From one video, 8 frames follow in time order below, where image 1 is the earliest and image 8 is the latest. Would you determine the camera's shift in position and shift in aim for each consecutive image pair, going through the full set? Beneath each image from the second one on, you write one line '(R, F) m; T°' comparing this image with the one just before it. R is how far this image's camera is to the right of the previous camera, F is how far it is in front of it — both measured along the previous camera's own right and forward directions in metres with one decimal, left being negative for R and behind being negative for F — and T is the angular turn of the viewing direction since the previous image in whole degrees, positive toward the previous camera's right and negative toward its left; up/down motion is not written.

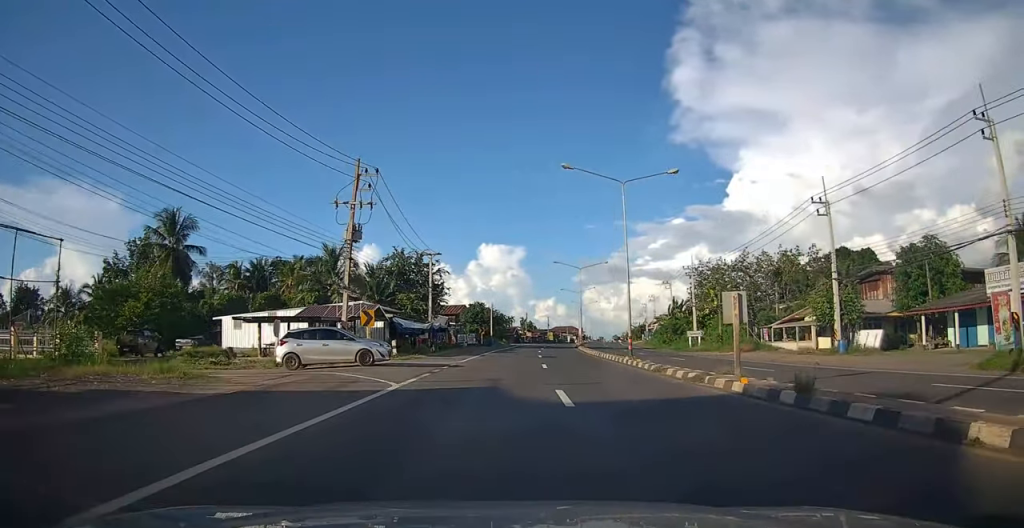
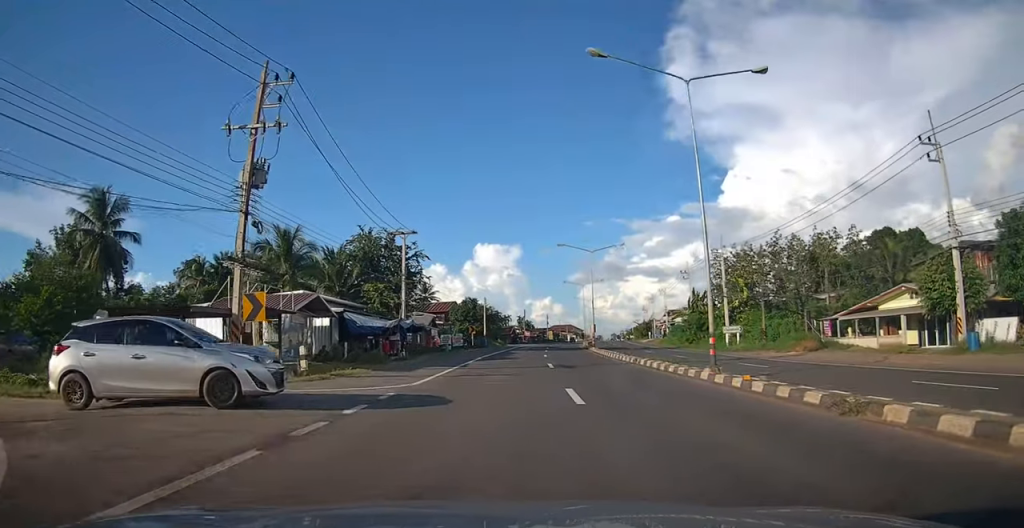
(+0.7, +12.0) m; +3°
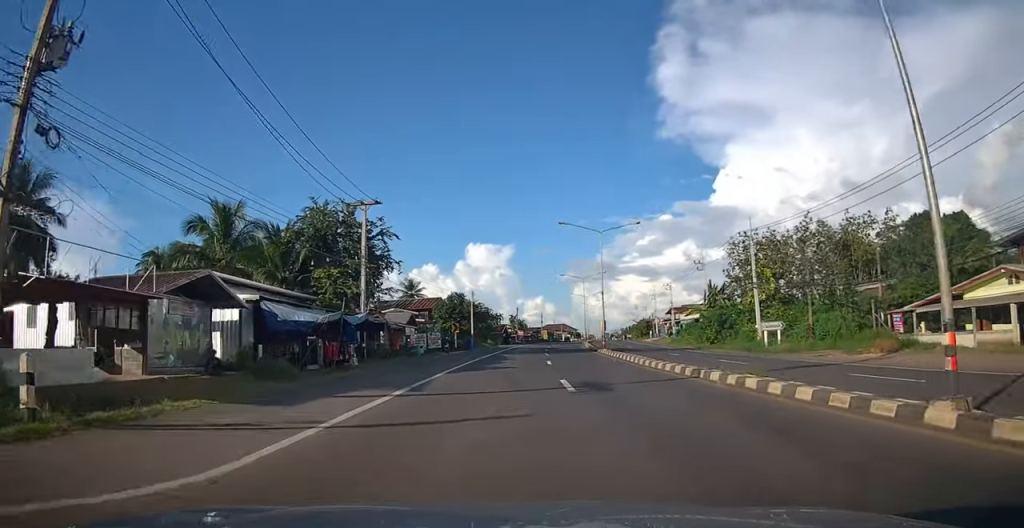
(0.0, +9.7) m; 0°
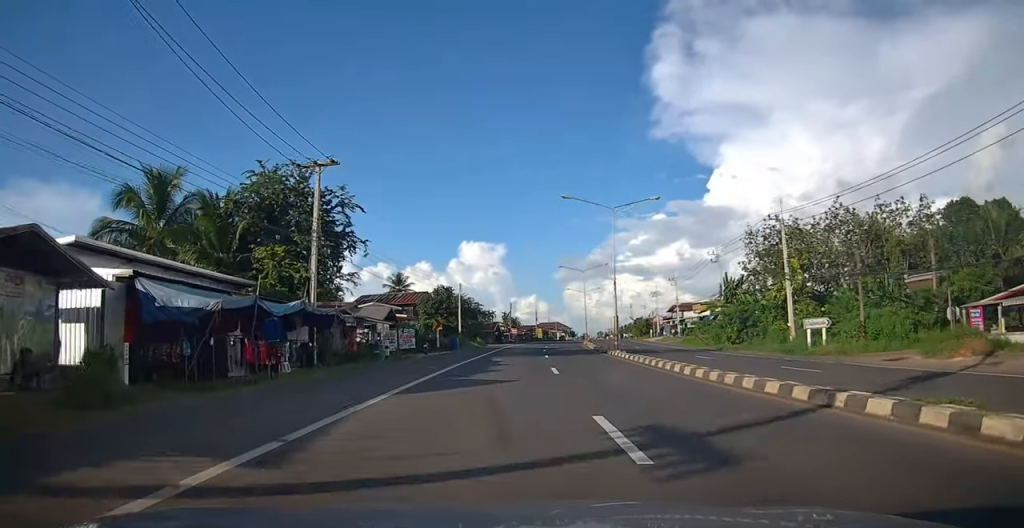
(0.0, +7.6) m; 0°
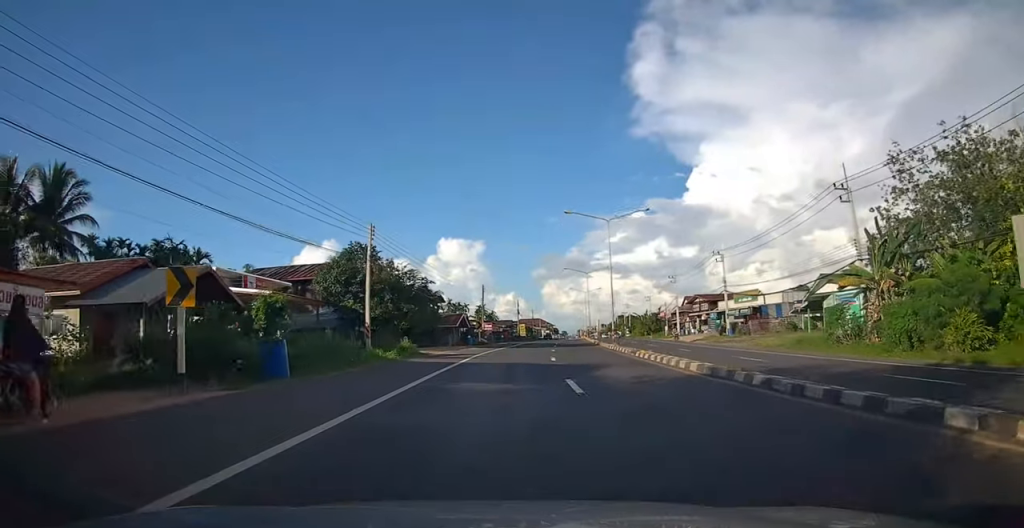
(+0.1, +30.5) m; +3°
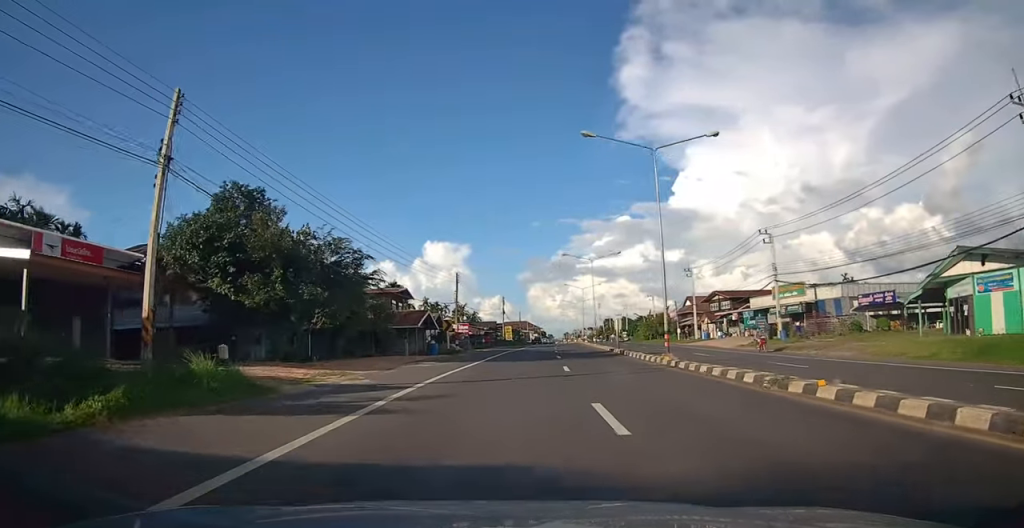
(+0.7, +16.6) m; +2°
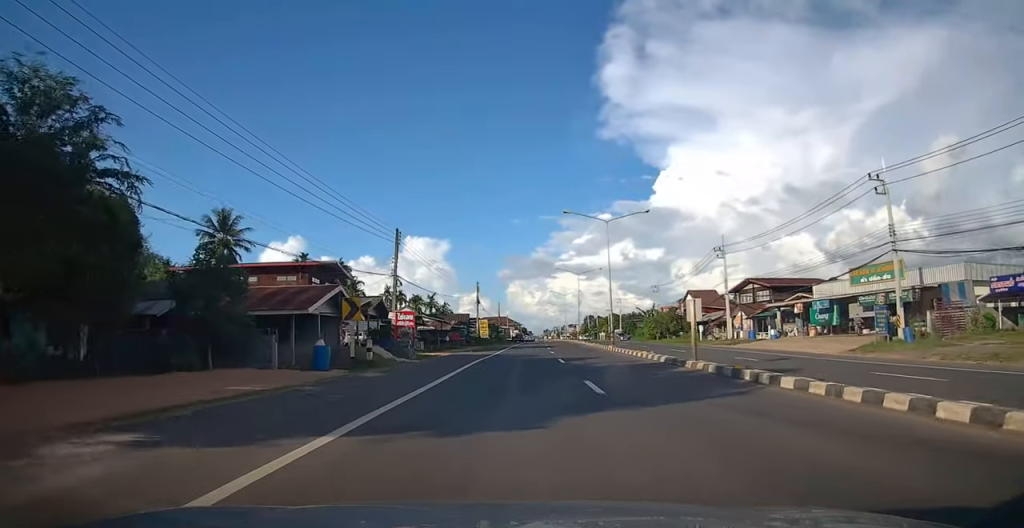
(0.0, +19.6) m; 0°
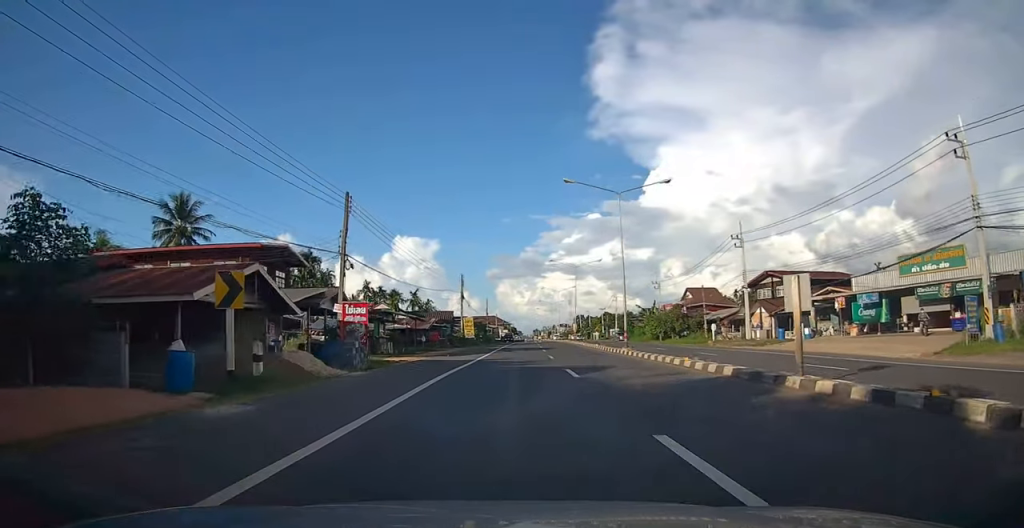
(0.0, +7.9) m; 0°
